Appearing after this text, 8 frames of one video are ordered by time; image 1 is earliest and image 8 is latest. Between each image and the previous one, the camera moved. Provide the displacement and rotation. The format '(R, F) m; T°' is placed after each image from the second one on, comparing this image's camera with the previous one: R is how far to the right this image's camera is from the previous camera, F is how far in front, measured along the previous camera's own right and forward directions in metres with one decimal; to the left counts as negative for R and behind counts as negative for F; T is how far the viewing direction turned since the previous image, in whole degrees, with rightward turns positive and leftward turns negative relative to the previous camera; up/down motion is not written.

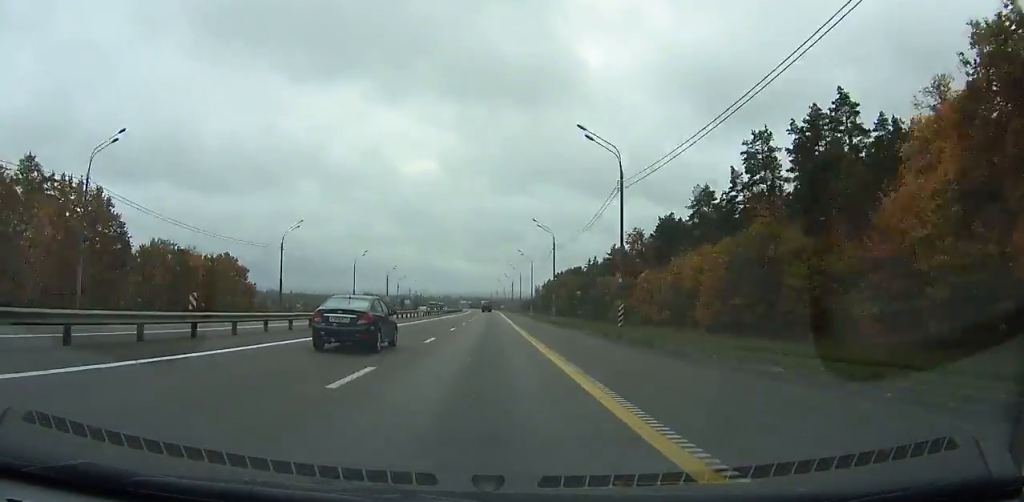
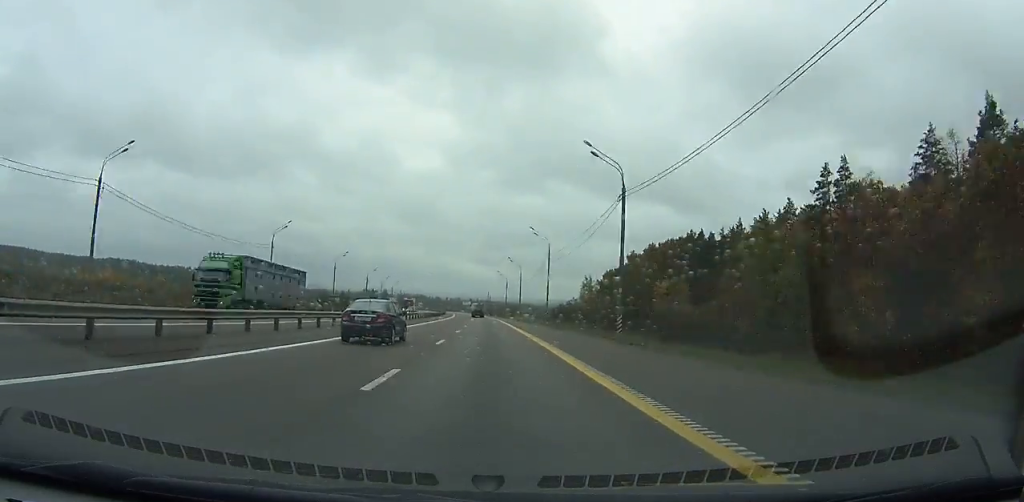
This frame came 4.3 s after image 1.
(-1.0, +143.7) m; -1°
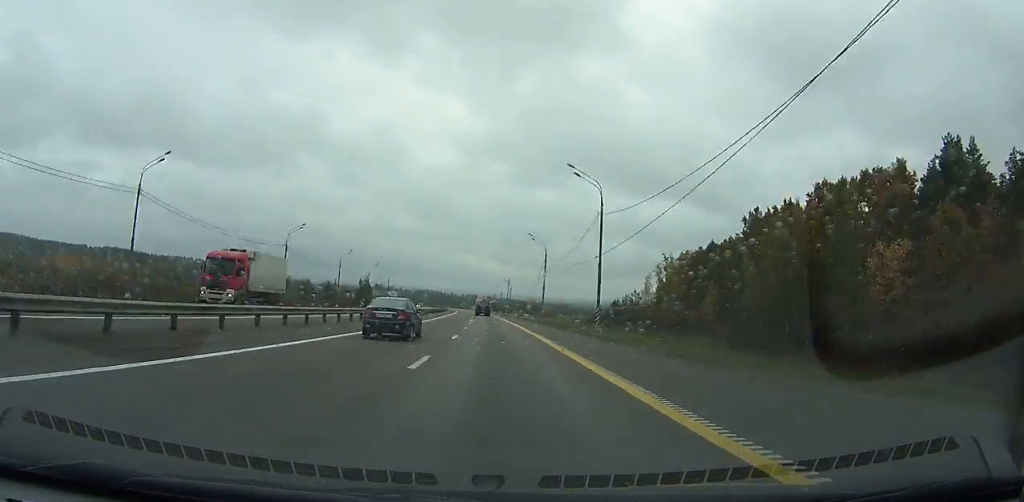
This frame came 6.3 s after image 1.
(-0.6, +66.7) m; -1°
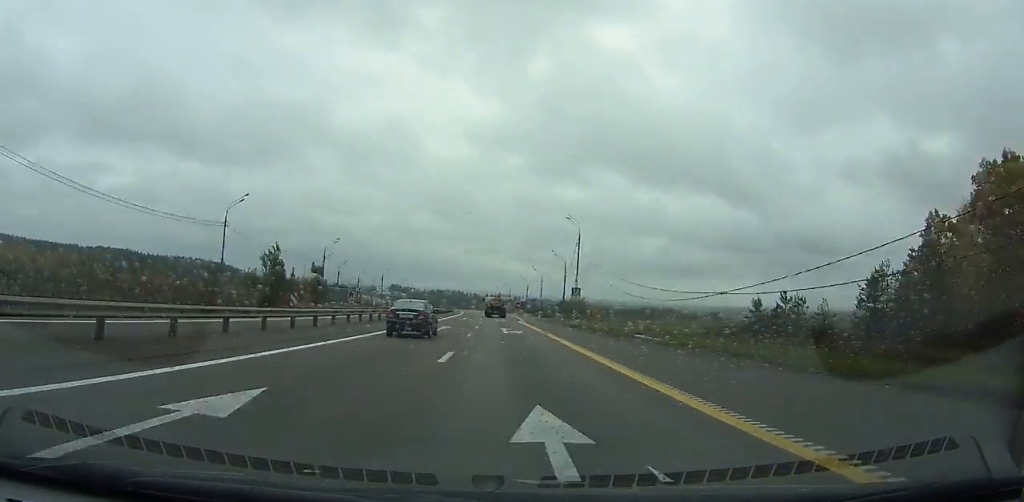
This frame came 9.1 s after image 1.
(-1.8, +93.5) m; -2°
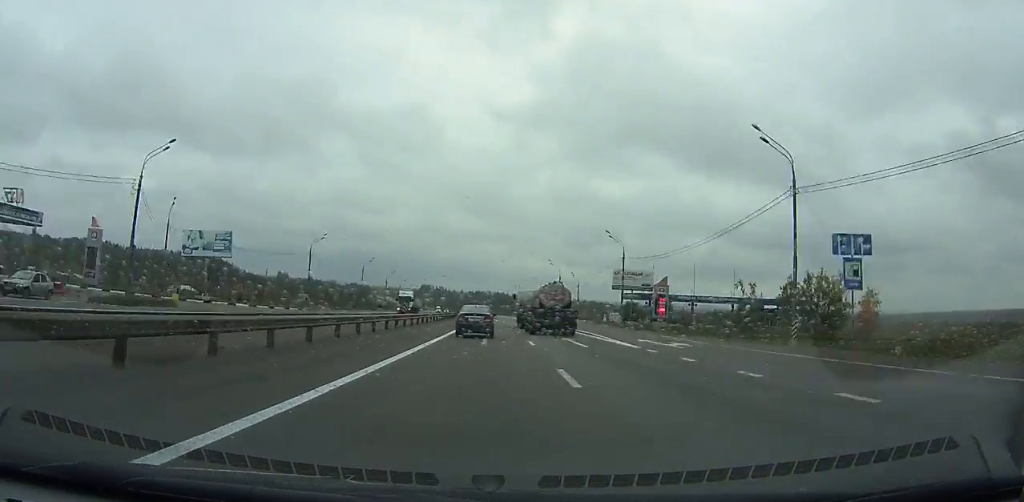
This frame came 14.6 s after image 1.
(-8.0, +183.3) m; -5°
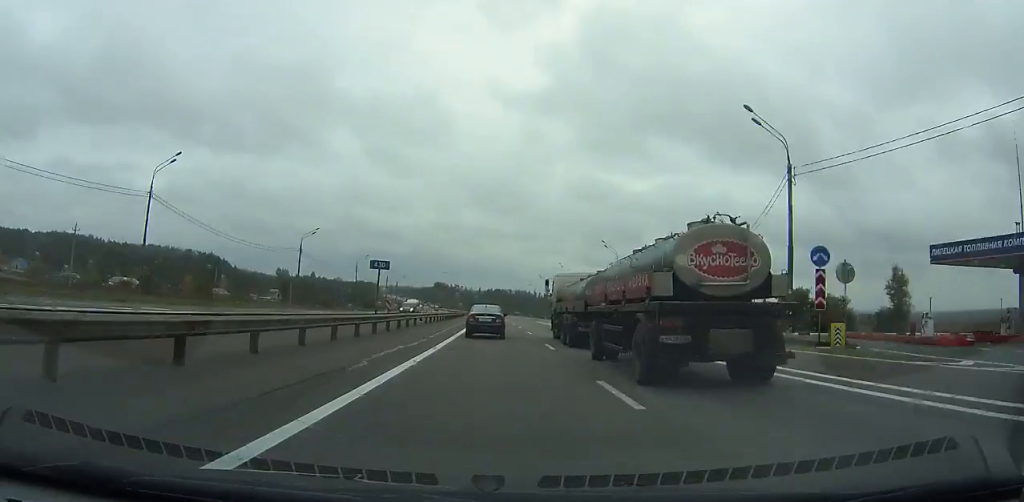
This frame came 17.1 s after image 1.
(-1.2, +83.5) m; -1°
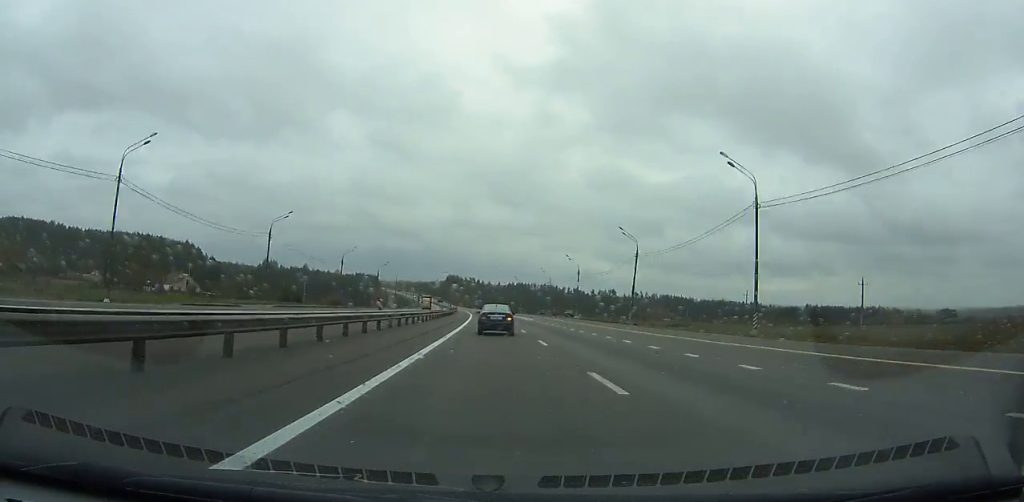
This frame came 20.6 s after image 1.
(-1.6, +116.8) m; -2°
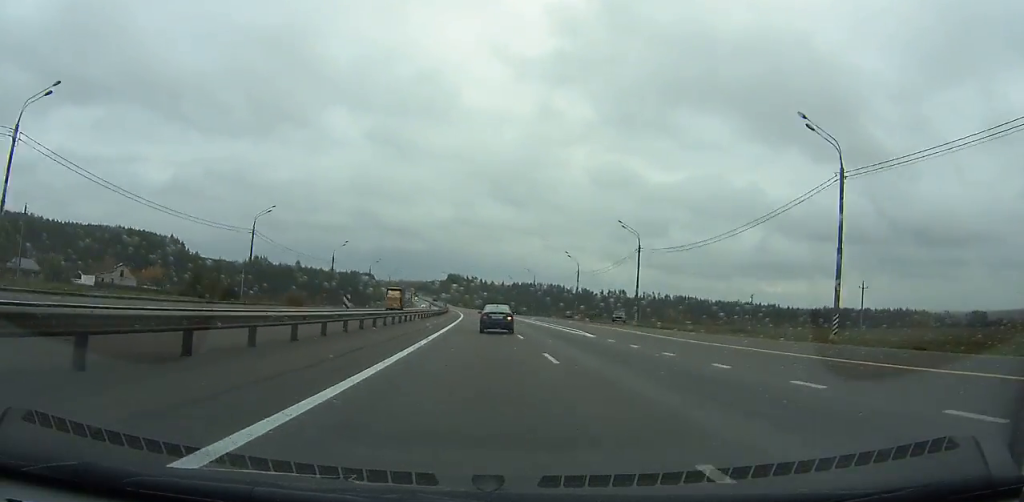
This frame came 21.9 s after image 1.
(-0.5, +43.3) m; -1°
